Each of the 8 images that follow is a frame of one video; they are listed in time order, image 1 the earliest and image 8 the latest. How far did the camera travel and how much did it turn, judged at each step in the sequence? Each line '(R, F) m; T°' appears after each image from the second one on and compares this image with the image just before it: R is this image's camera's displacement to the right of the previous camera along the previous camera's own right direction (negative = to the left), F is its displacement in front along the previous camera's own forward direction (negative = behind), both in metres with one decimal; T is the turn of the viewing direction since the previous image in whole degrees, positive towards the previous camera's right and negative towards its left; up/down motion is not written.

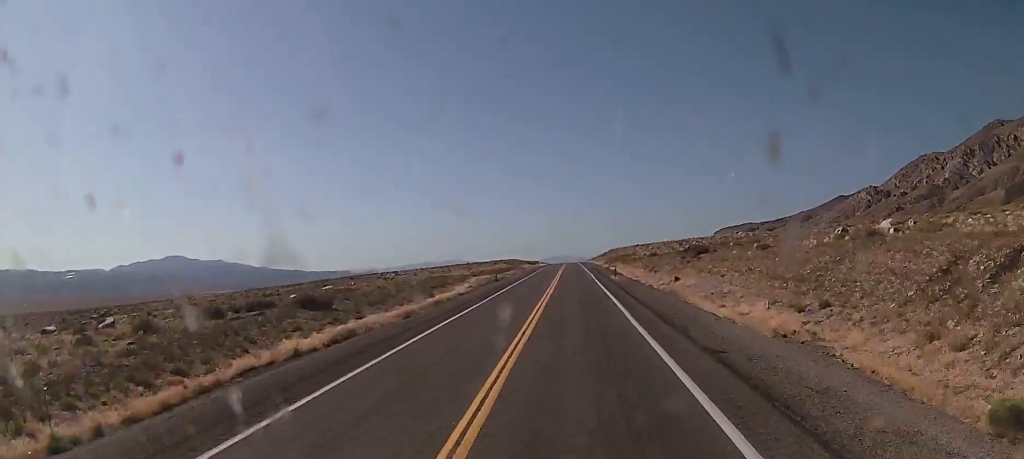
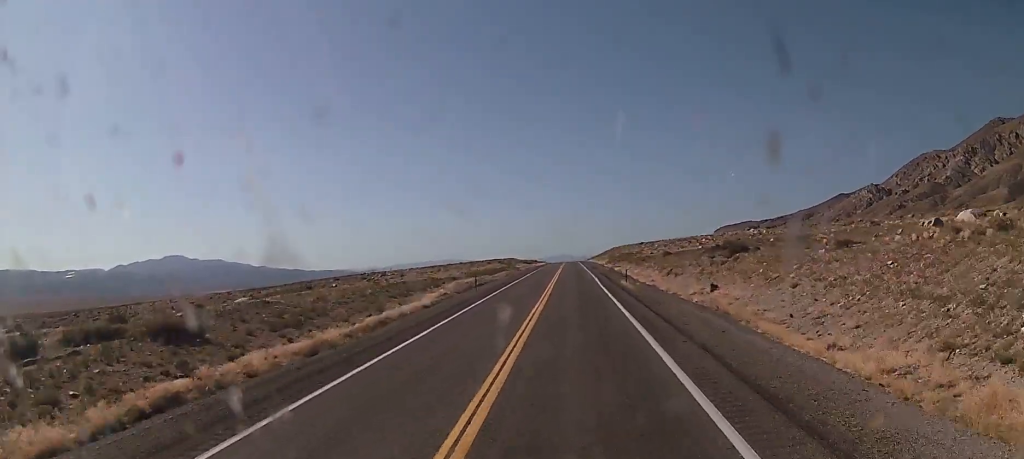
(-0.1, +14.2) m; 0°
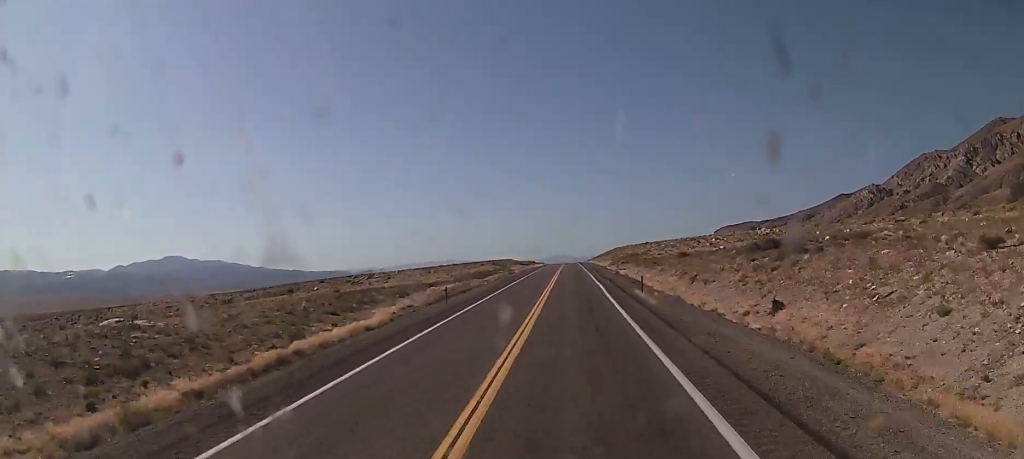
(+0.2, +12.6) m; 0°
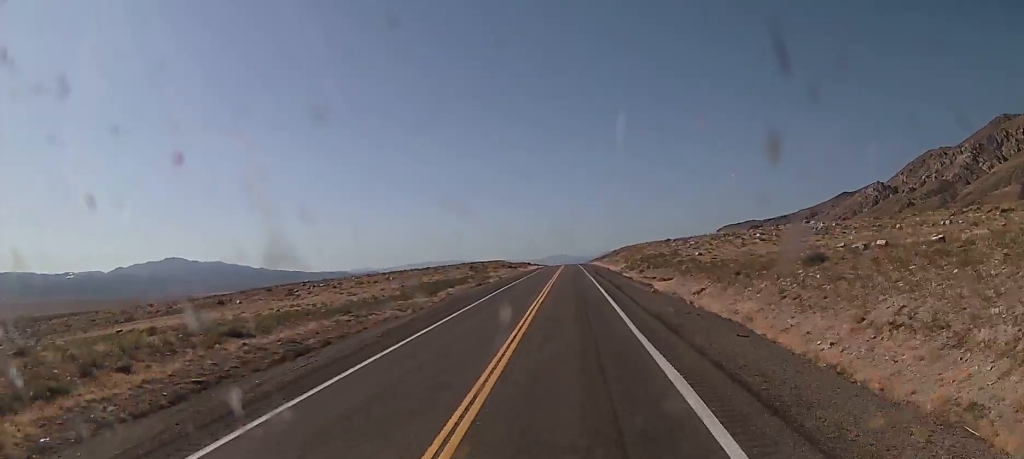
(-0.3, +38.5) m; -1°
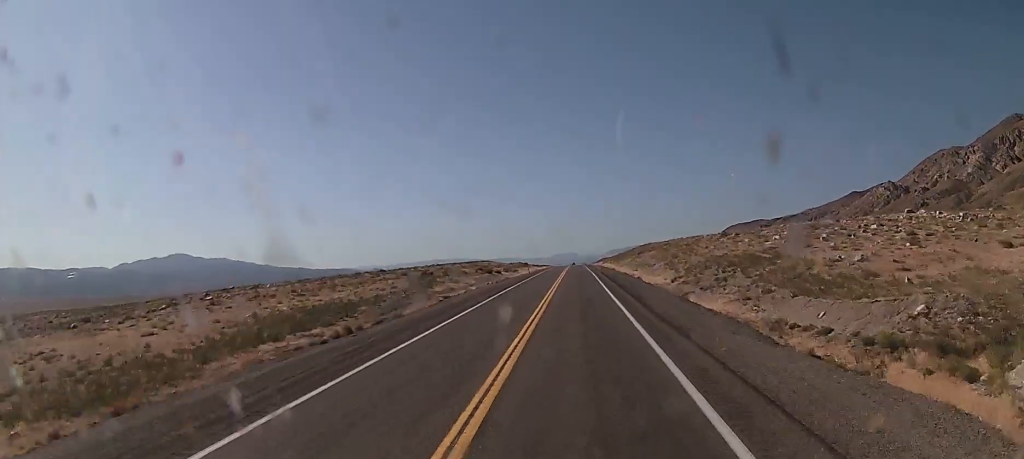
(+0.3, +46.2) m; +1°
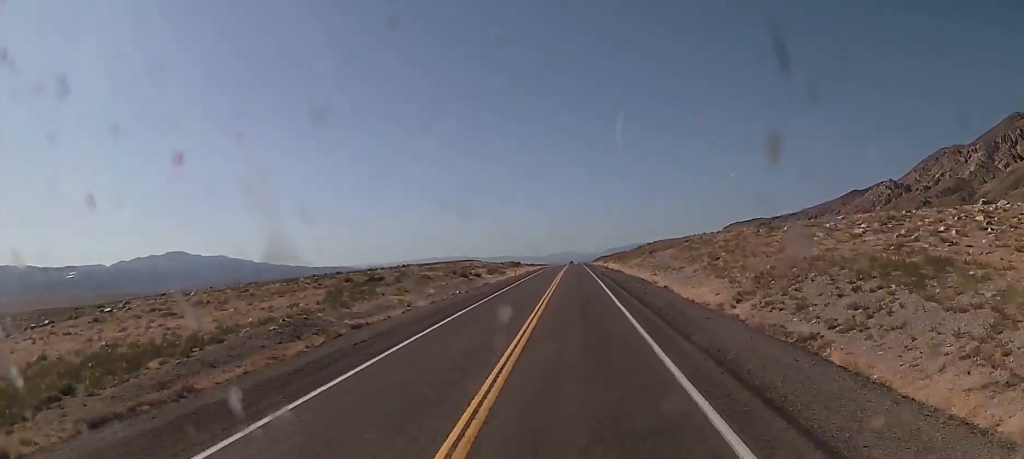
(0.0, +22.1) m; 0°
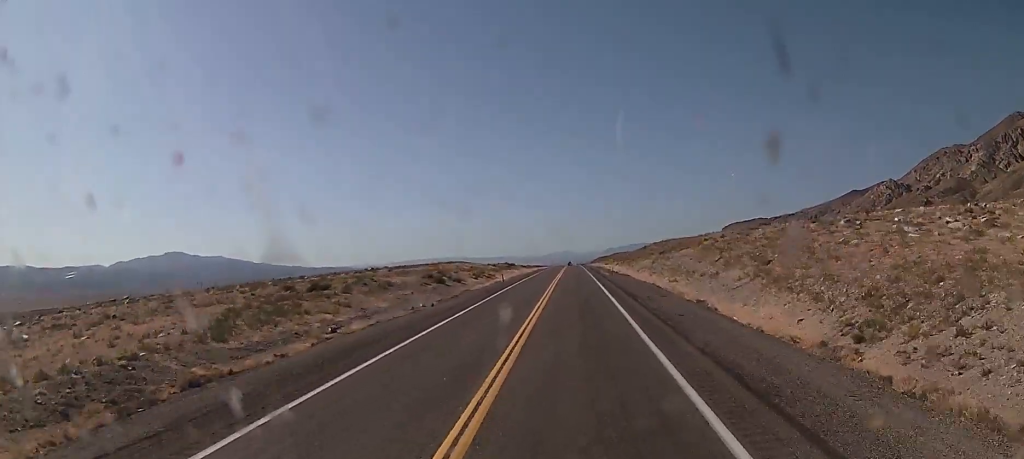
(0.0, +14.1) m; 0°
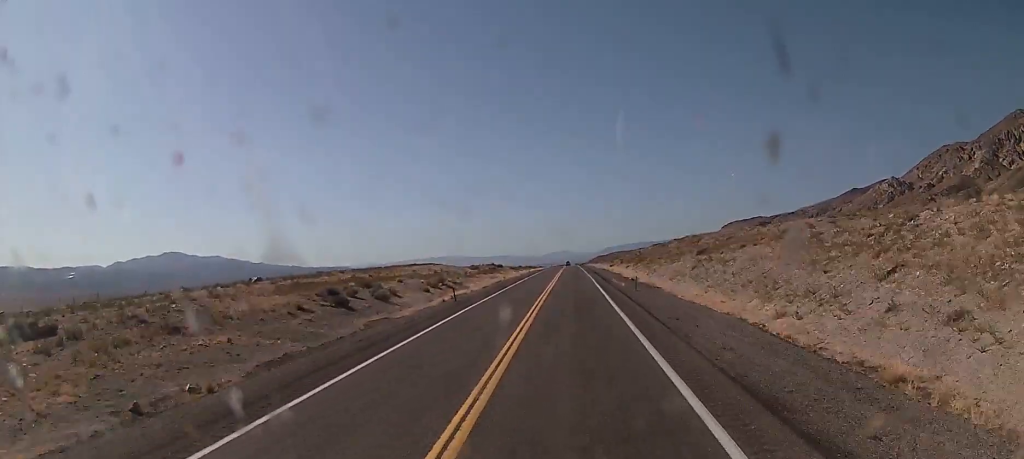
(+0.1, +29.1) m; 0°
